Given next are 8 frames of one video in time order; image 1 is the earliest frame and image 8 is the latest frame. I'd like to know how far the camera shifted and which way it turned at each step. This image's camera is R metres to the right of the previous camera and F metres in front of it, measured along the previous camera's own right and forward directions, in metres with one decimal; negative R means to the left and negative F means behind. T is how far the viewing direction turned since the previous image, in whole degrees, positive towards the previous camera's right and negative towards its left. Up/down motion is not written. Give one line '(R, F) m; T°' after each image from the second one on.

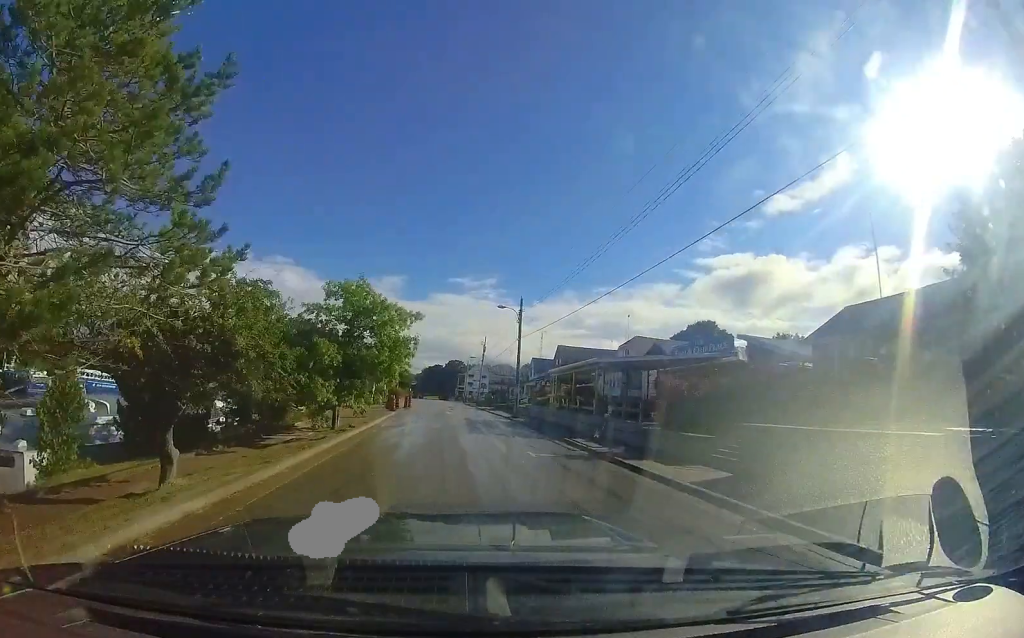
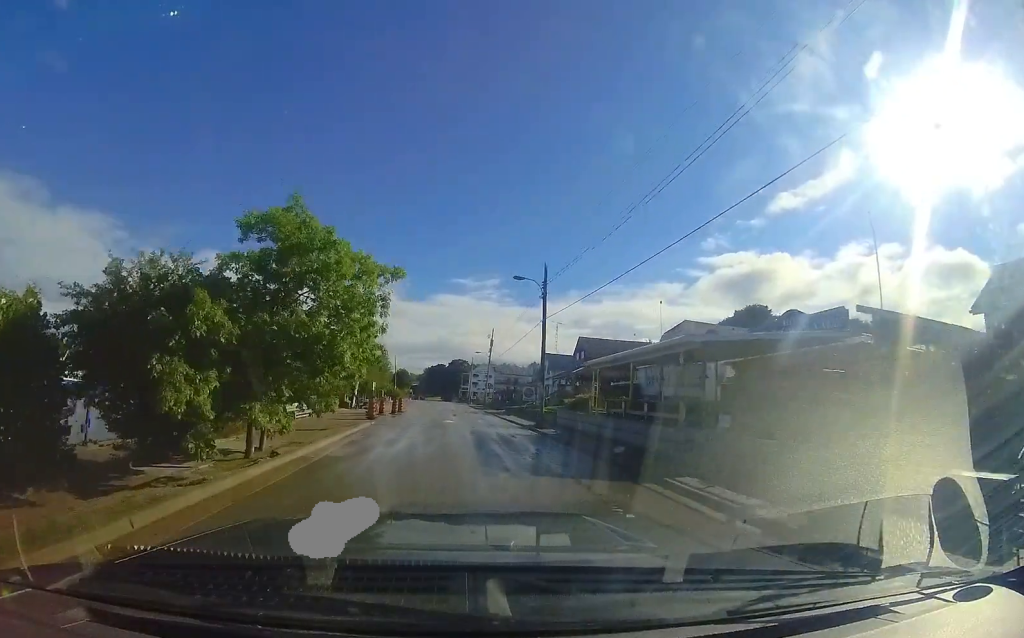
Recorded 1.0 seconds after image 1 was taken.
(-0.2, +11.4) m; 0°
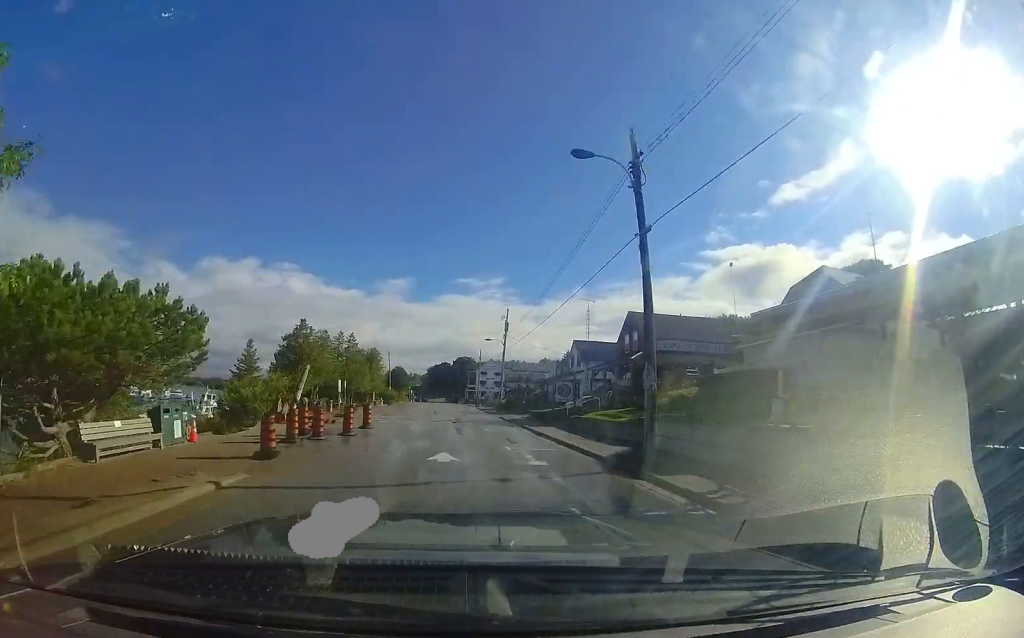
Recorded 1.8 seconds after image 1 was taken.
(+0.2, +9.2) m; +1°
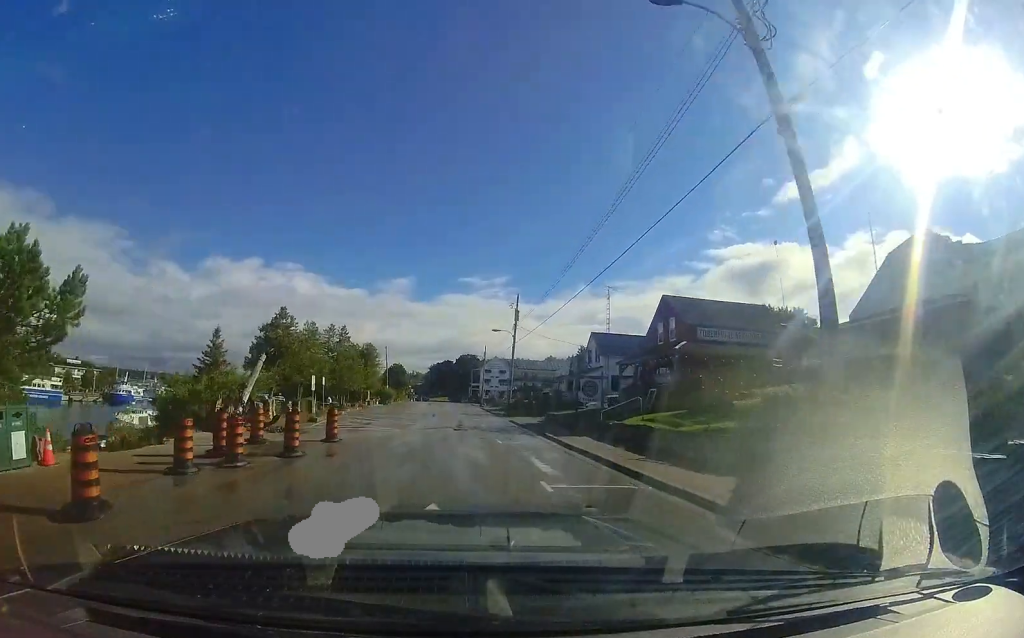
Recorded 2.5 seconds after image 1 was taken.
(0.0, +6.5) m; -1°
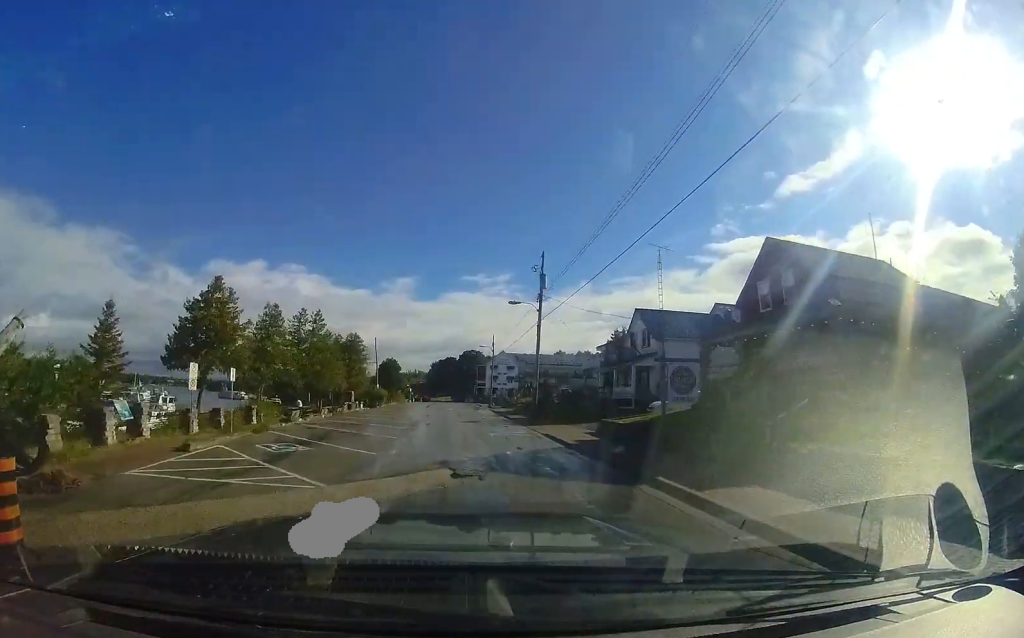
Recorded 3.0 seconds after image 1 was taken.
(0.0, +4.7) m; -2°
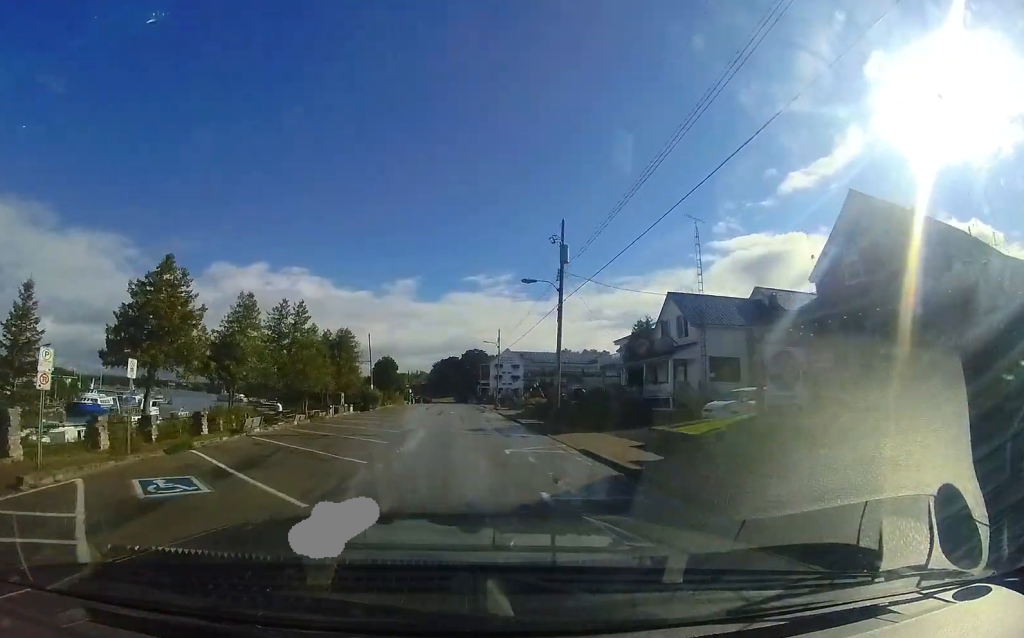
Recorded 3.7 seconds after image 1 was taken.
(0.0, +6.1) m; -3°
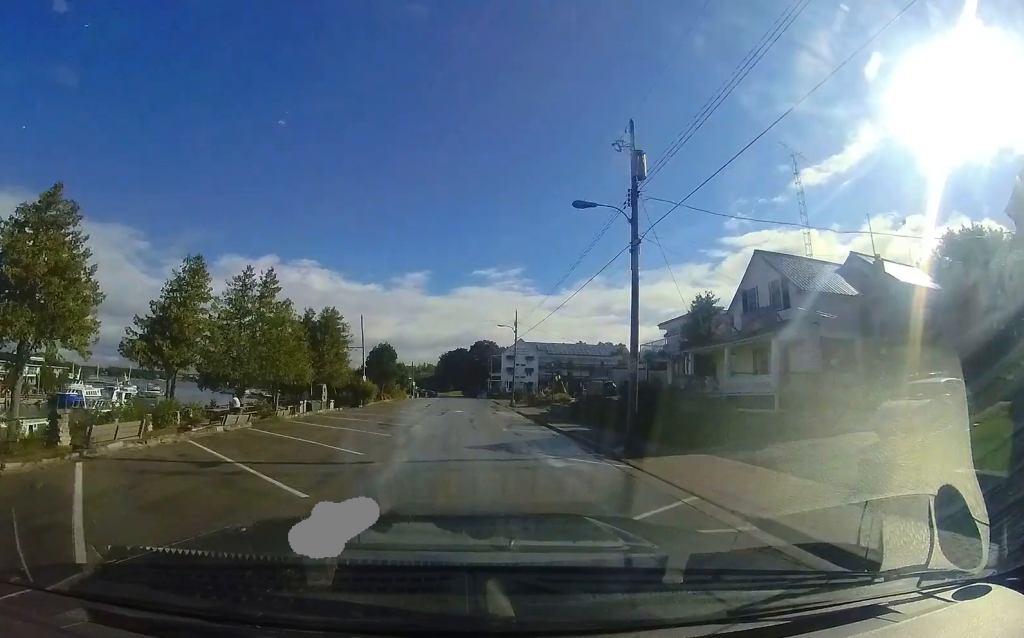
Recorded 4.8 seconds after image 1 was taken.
(-0.5, +9.6) m; 0°
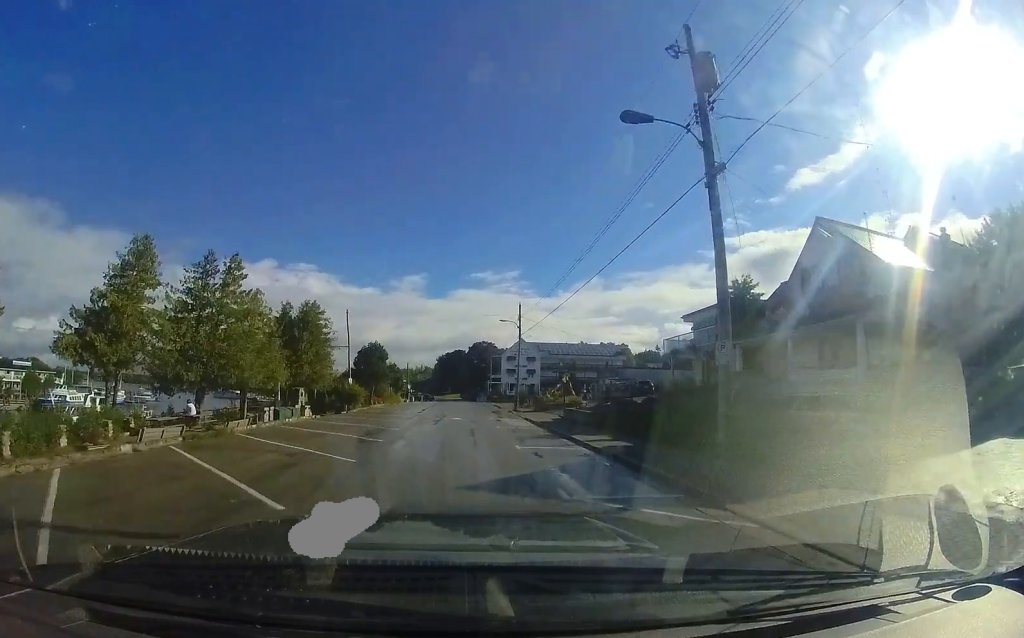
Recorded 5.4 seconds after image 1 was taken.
(+0.3, +5.5) m; +2°
